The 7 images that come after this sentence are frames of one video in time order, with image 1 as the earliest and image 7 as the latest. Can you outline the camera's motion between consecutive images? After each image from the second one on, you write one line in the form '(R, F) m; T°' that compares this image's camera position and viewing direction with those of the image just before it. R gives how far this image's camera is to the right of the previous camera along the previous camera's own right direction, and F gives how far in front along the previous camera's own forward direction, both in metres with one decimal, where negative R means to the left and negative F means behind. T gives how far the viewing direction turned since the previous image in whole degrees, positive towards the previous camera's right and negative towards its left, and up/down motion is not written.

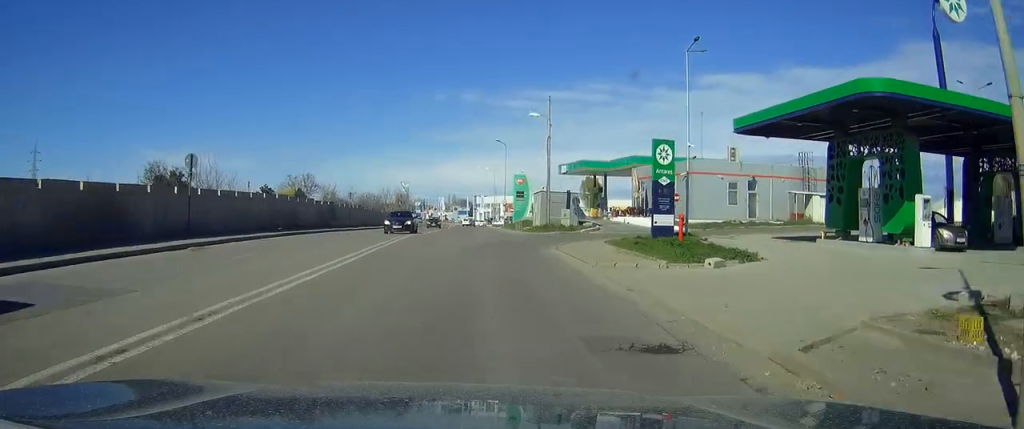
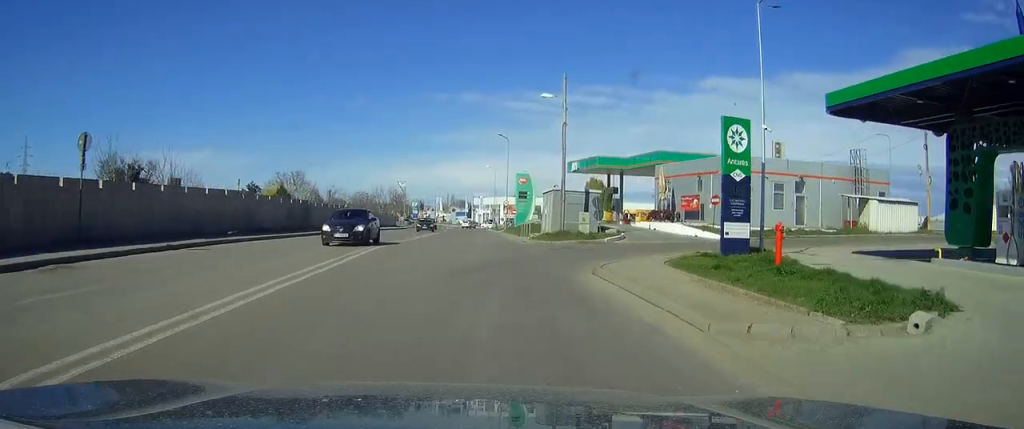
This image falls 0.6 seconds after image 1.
(0.0, +8.9) m; 0°
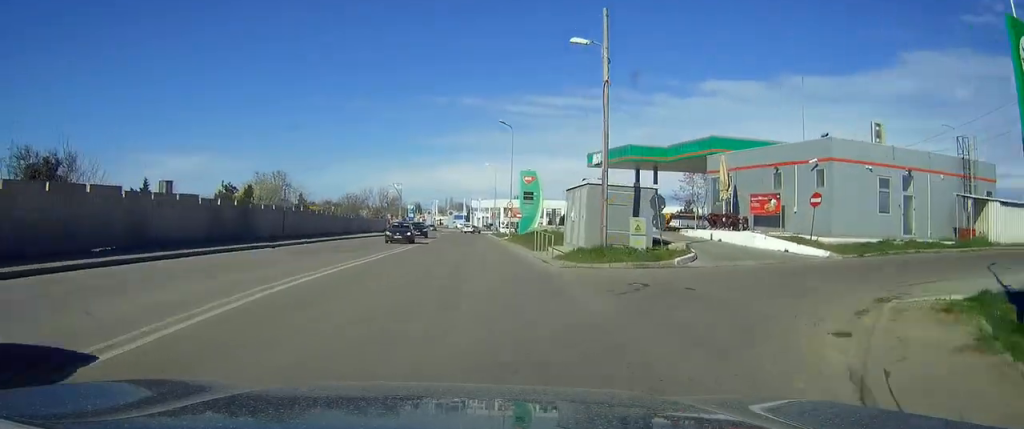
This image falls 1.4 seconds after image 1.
(+0.1, +13.3) m; 0°
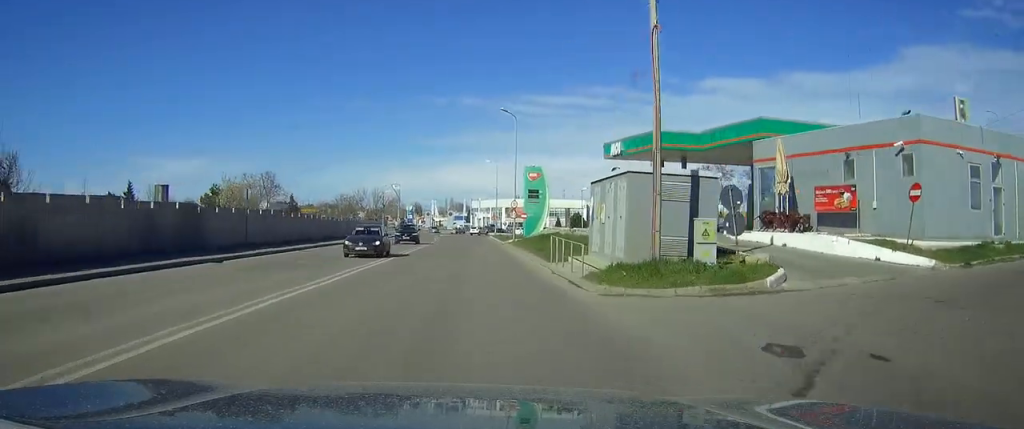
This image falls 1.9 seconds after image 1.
(-0.1, +7.5) m; 0°
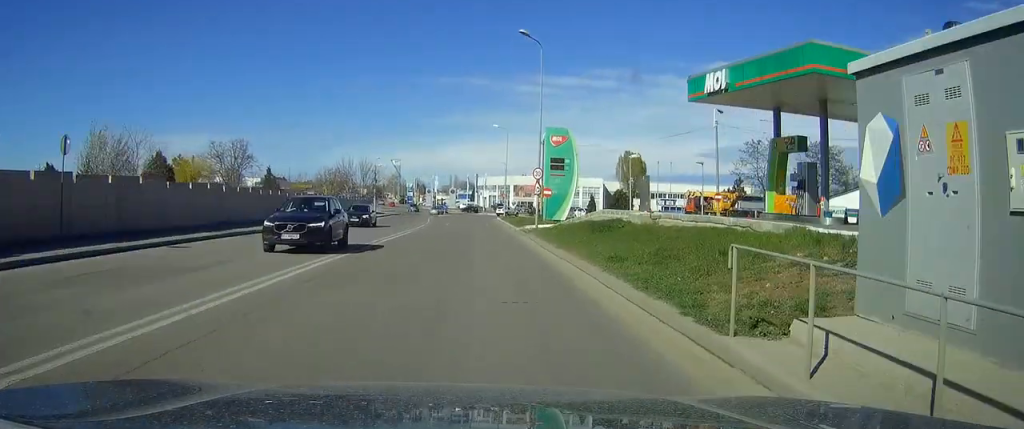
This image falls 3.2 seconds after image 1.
(0.0, +18.7) m; 0°
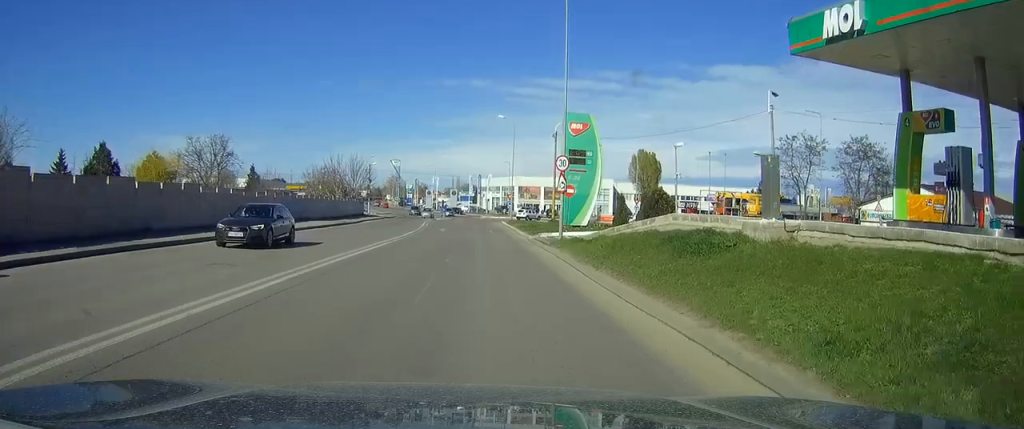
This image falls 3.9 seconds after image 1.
(0.0, +10.1) m; 0°
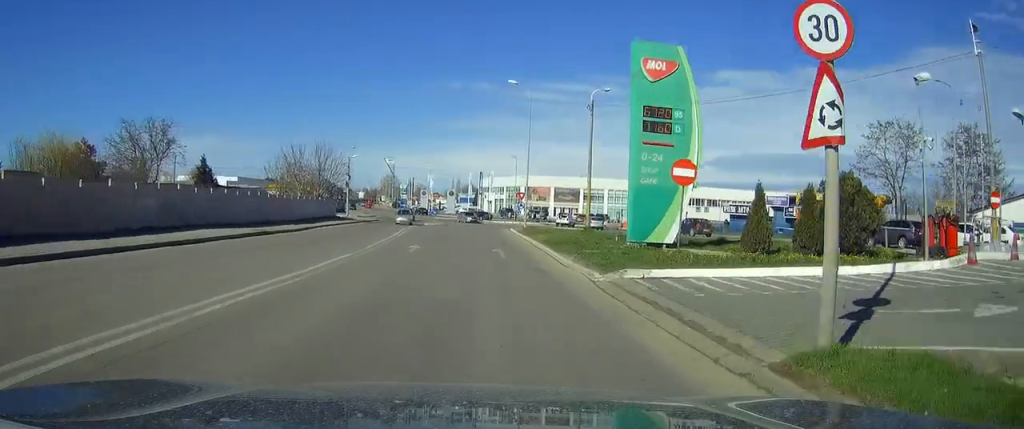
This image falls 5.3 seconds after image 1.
(0.0, +20.5) m; 0°
